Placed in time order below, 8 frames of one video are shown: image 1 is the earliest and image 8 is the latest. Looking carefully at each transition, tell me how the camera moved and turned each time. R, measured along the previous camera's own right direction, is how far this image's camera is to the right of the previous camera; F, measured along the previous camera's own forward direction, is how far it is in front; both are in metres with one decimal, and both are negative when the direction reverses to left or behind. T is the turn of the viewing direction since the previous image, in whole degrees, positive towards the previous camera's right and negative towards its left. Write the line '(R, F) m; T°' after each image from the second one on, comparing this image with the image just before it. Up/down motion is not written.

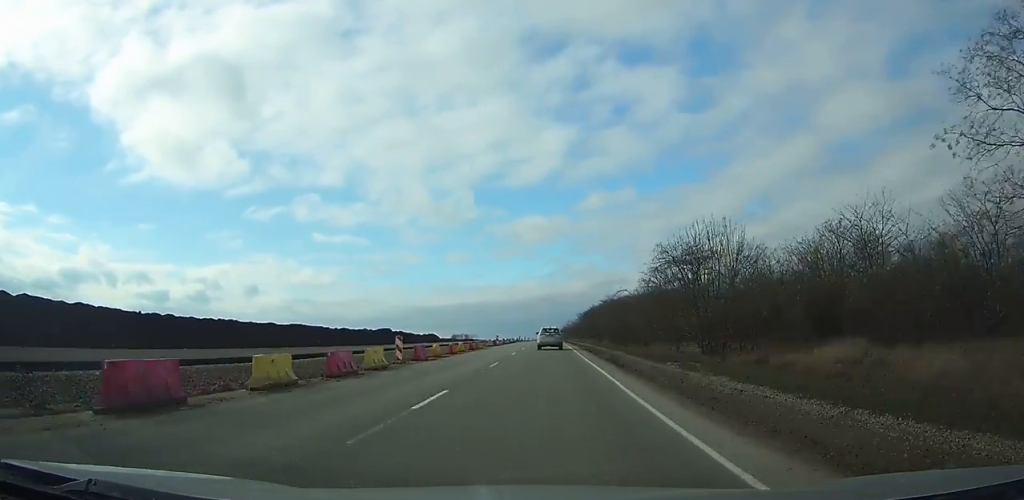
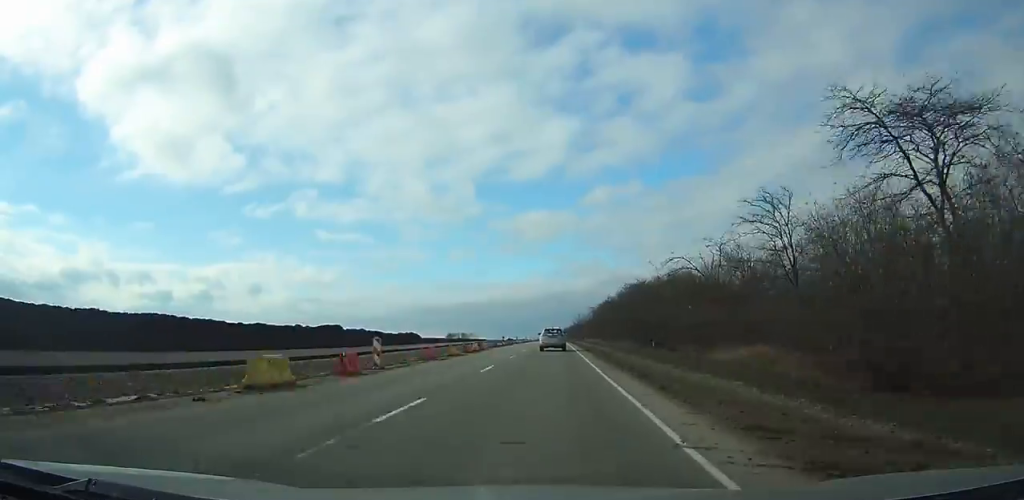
(-0.1, +49.4) m; 0°
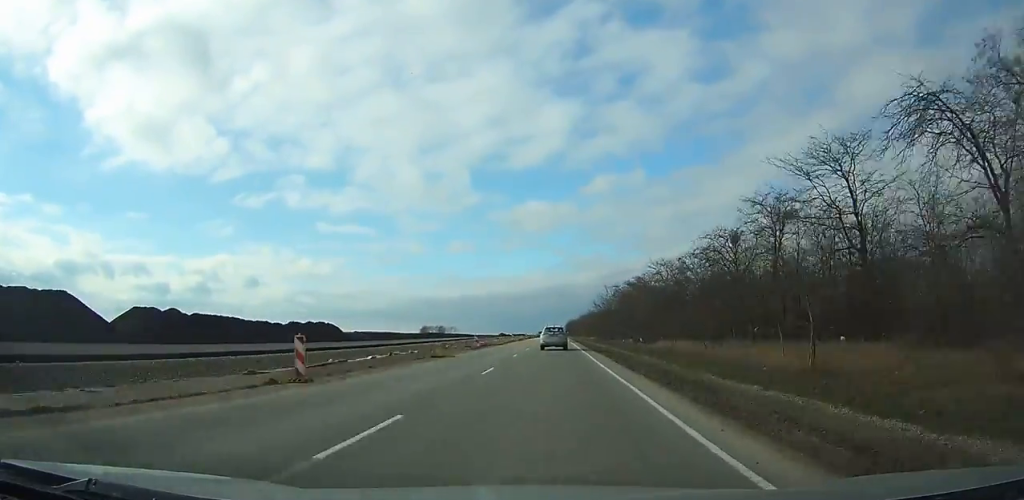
(-0.4, +86.5) m; 0°
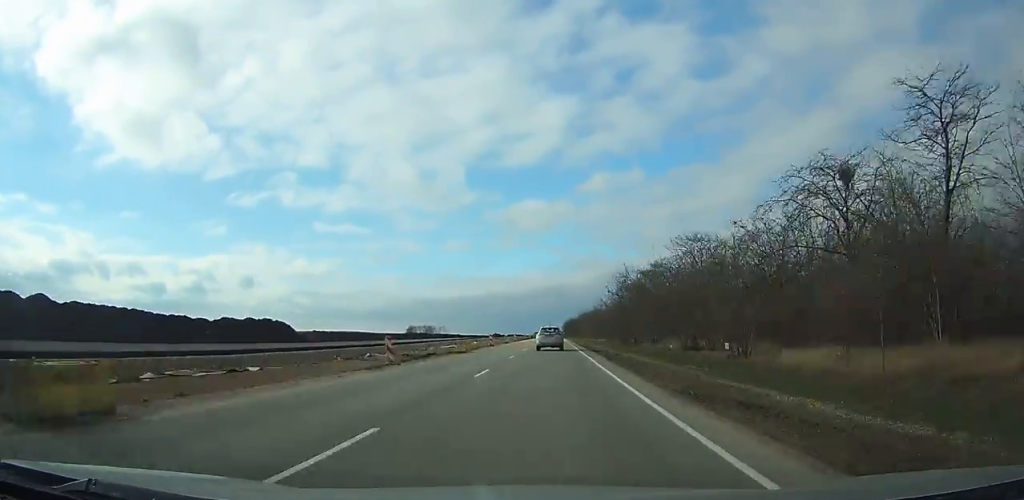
(0.0, +25.2) m; 0°
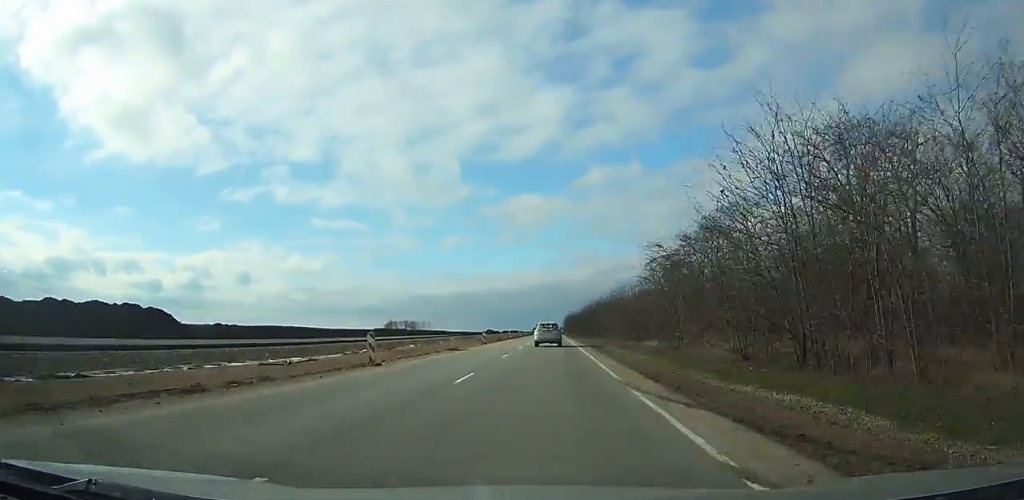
(0.0, +38.8) m; 0°
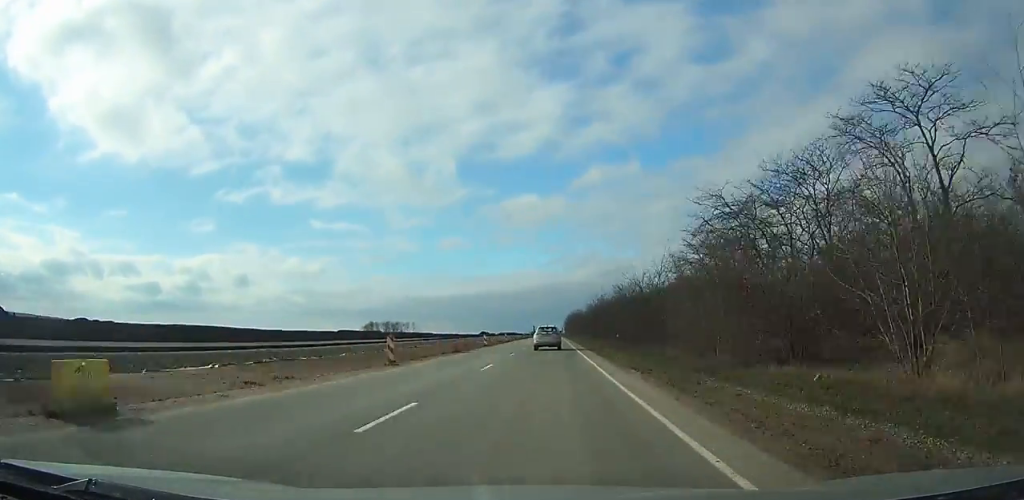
(0.0, +30.5) m; 0°
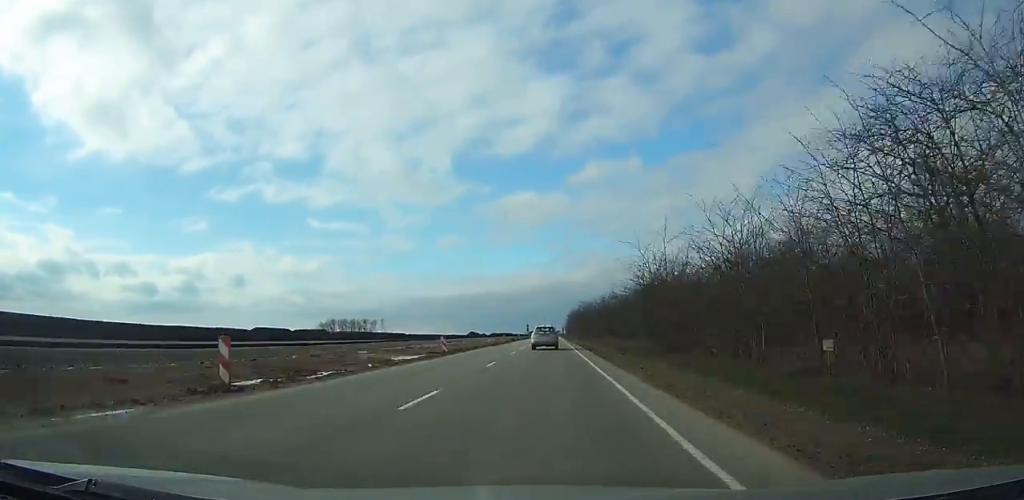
(0.0, +46.0) m; 0°
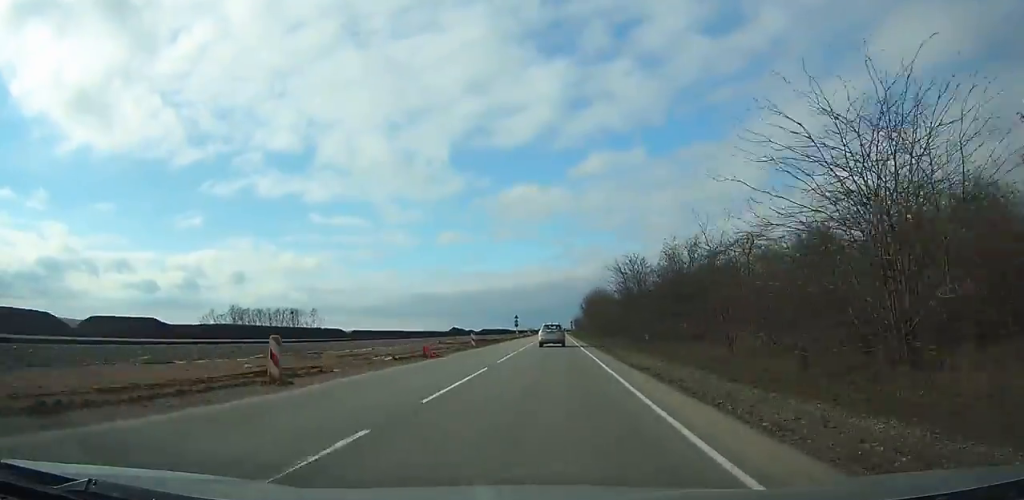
(-0.2, +66.5) m; 0°
